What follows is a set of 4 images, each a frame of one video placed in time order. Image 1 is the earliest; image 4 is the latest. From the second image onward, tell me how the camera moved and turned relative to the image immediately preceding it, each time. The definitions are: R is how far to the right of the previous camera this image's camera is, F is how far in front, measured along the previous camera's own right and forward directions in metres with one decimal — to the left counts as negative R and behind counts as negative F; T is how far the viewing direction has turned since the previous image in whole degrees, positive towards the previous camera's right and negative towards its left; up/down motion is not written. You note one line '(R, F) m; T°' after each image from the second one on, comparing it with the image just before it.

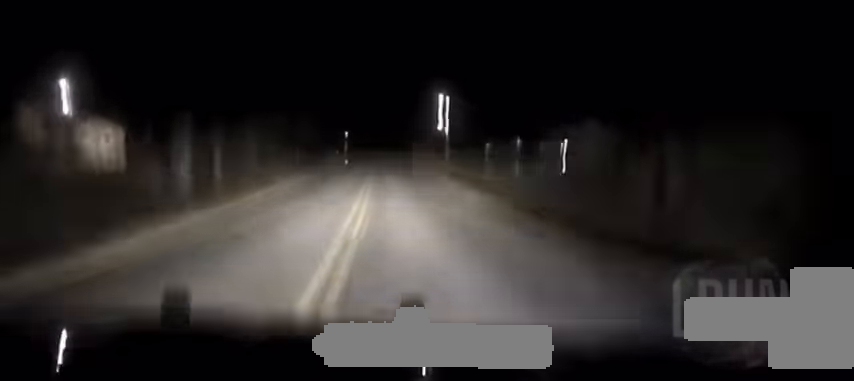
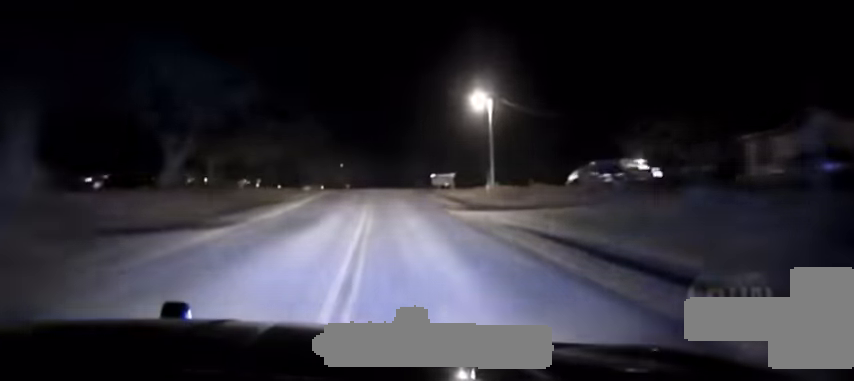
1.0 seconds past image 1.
(0.0, +38.5) m; 0°
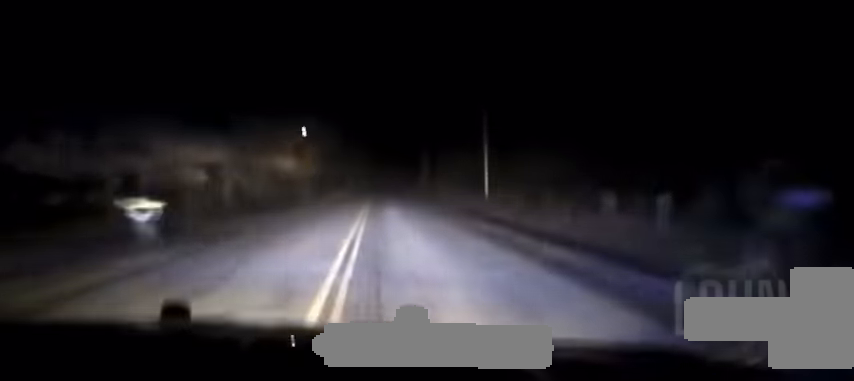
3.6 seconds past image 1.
(-0.7, +103.7) m; -1°
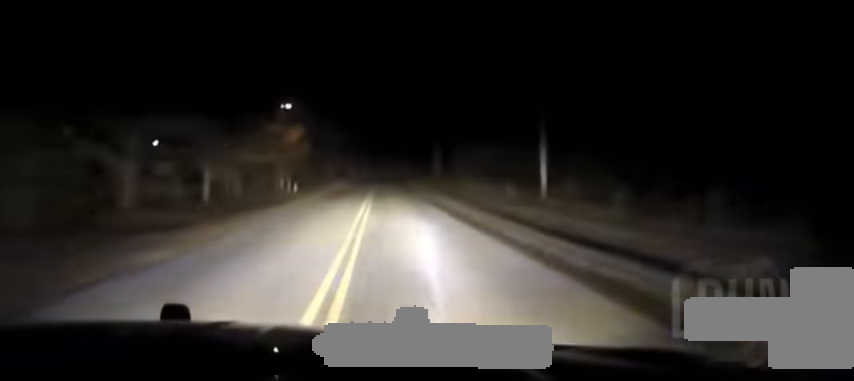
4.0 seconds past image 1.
(0.0, +19.1) m; 0°
